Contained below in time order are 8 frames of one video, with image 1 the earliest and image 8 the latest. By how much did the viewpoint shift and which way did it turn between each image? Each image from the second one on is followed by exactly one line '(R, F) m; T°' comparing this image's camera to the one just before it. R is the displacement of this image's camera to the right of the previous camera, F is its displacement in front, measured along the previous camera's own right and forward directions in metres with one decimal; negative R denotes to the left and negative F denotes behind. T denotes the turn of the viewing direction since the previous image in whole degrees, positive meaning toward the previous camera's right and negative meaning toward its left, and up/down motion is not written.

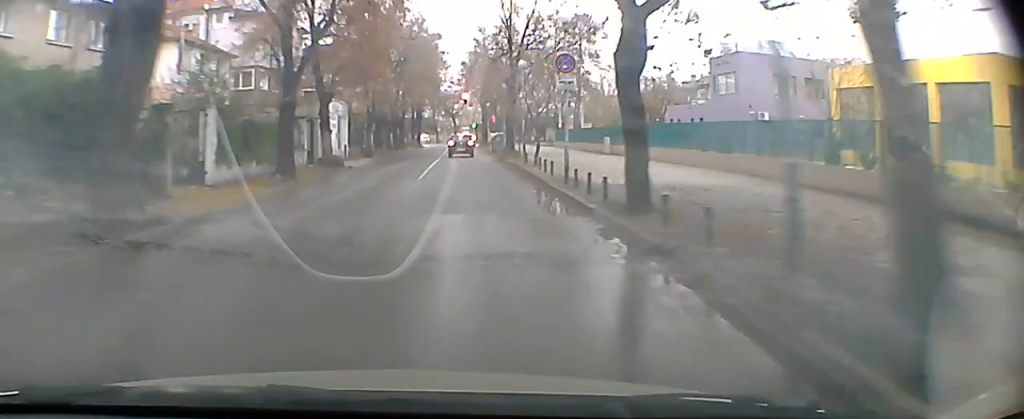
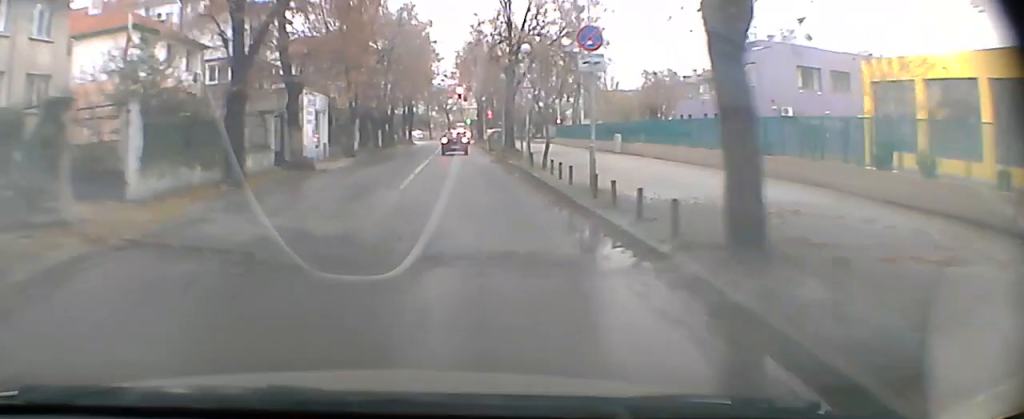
(0.0, +5.3) m; 0°
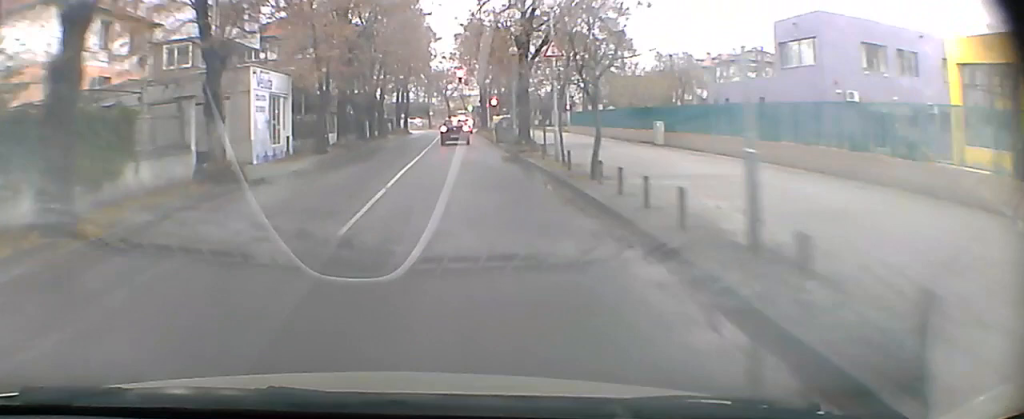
(0.0, +9.3) m; 0°
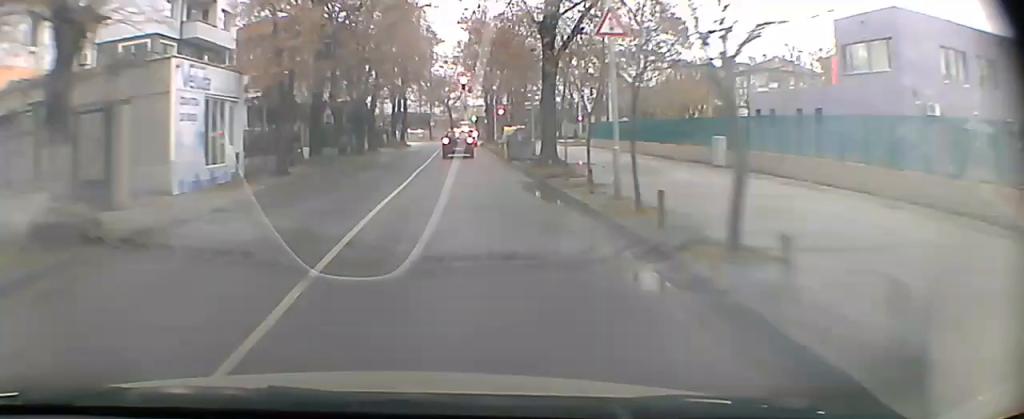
(0.0, +8.0) m; 0°
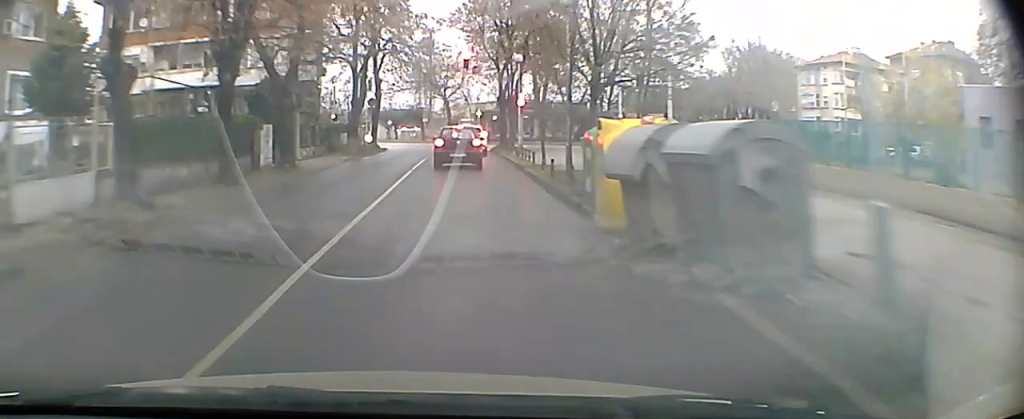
(0.0, +23.5) m; 0°
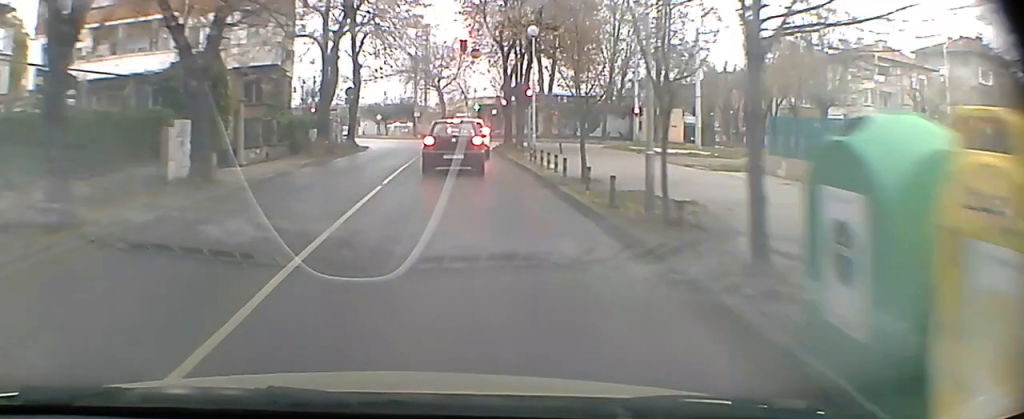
(+0.1, +8.1) m; +1°
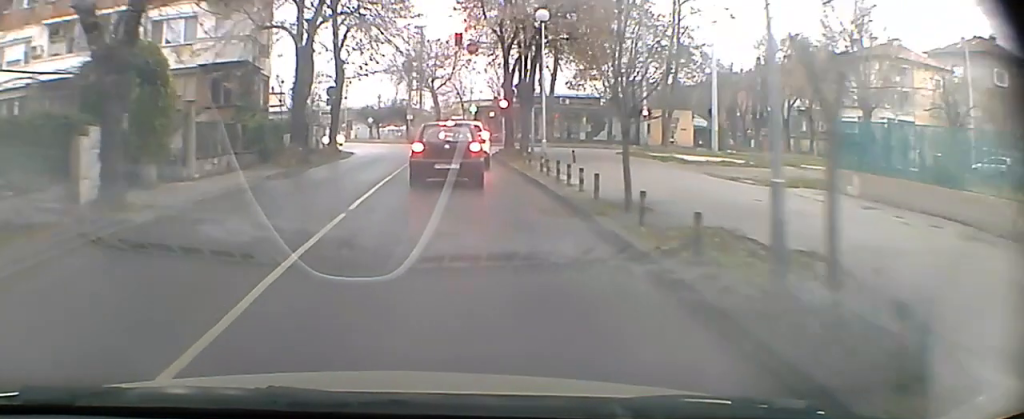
(0.0, +4.5) m; 0°
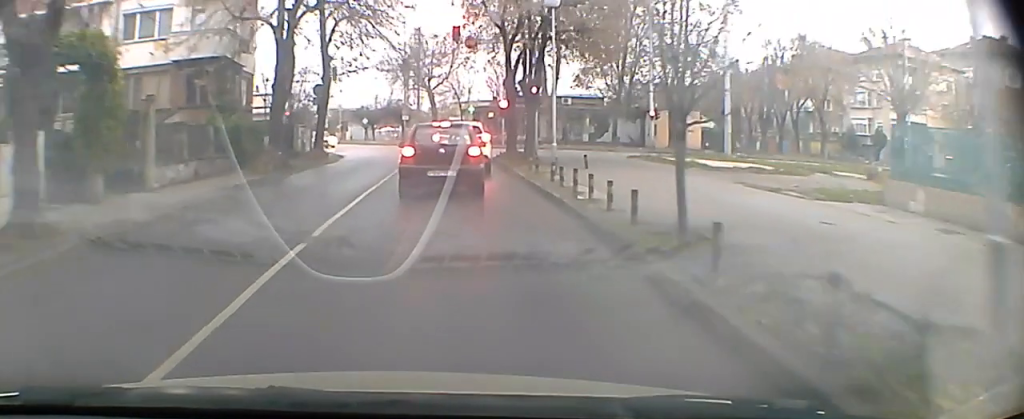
(0.0, +2.8) m; 0°
